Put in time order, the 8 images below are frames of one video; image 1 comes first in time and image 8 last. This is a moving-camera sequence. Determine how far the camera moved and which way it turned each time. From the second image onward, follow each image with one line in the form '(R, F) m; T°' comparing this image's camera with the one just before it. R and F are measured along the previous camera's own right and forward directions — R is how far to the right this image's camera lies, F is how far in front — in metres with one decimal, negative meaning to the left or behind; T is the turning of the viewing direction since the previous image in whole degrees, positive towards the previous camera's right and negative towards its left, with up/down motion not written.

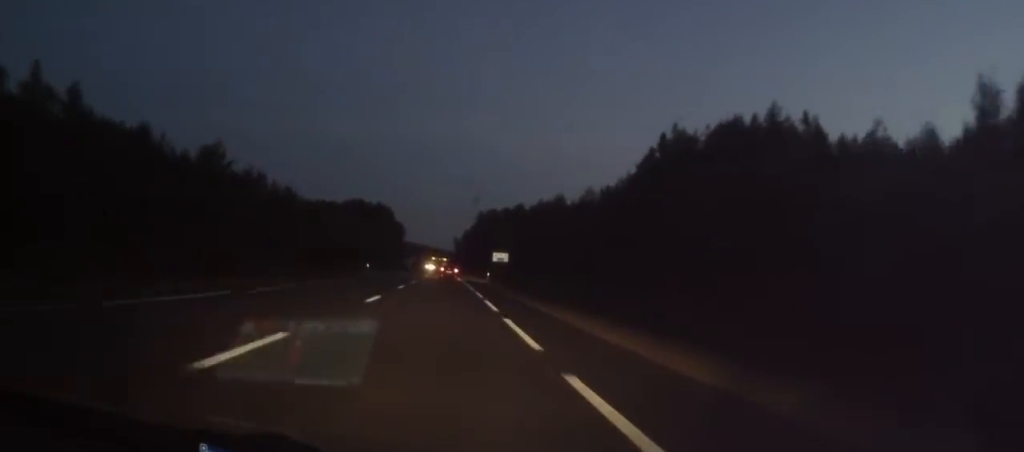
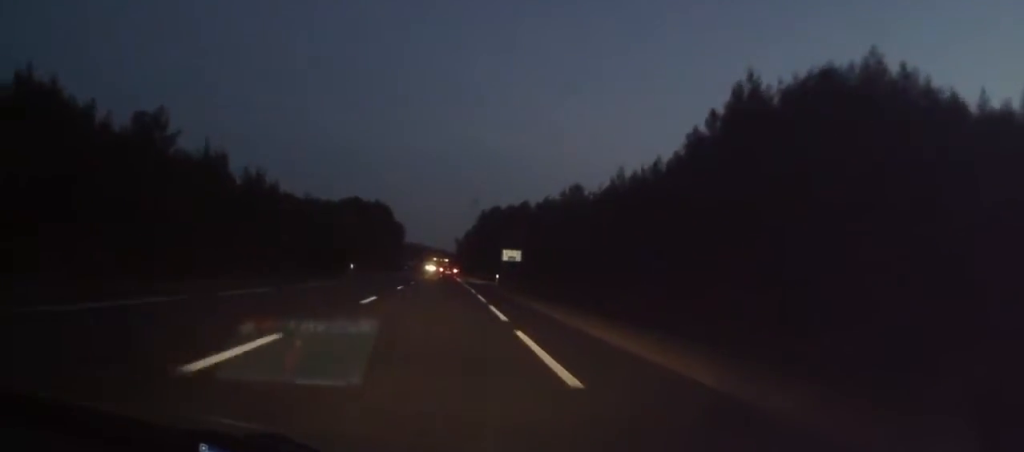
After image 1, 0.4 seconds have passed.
(-0.1, +12.6) m; 0°
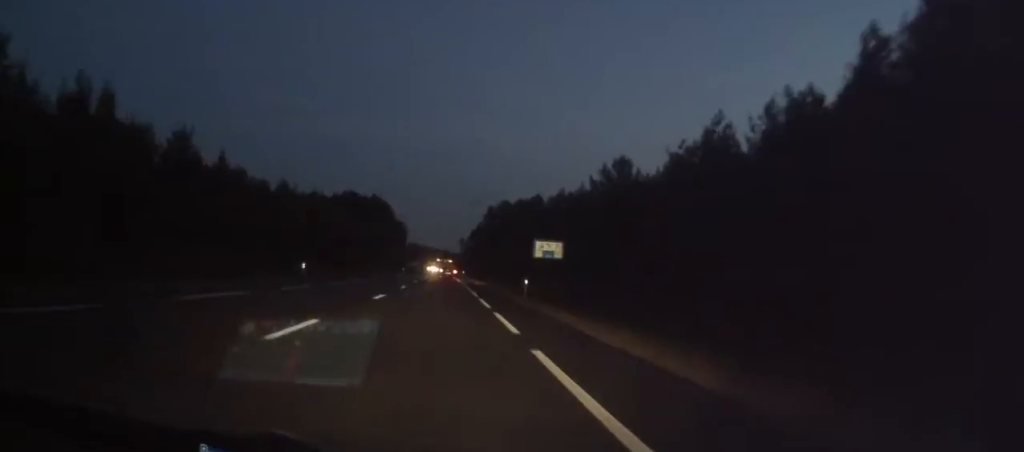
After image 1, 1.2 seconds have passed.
(-0.1, +21.1) m; 0°
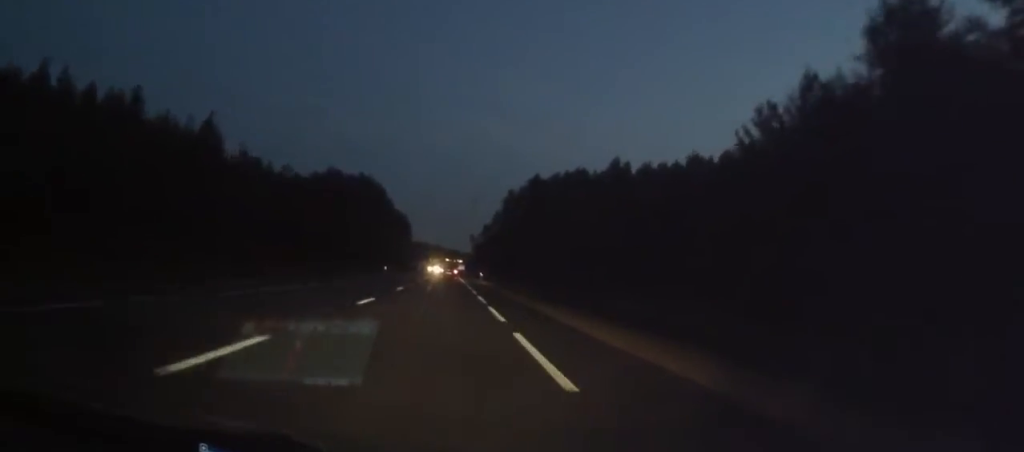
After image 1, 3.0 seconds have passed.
(-0.1, +51.3) m; 0°
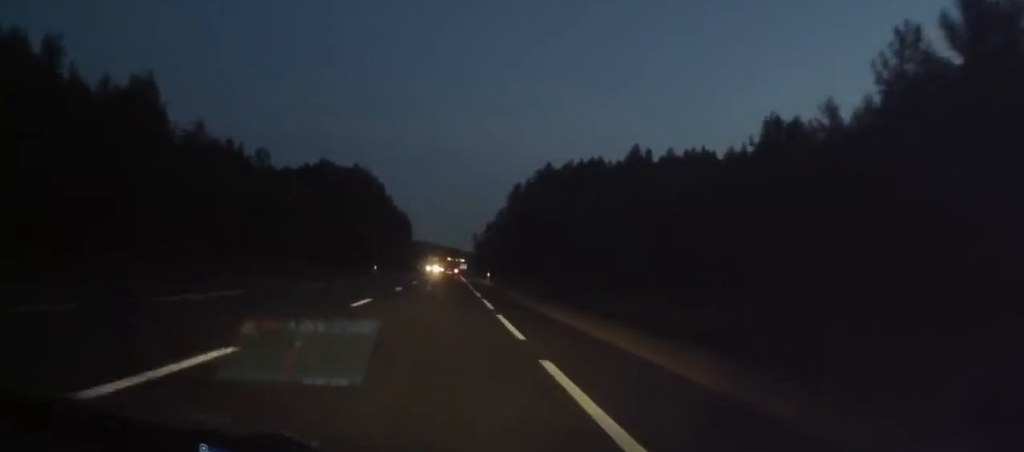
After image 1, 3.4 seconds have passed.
(0.0, +13.2) m; 0°
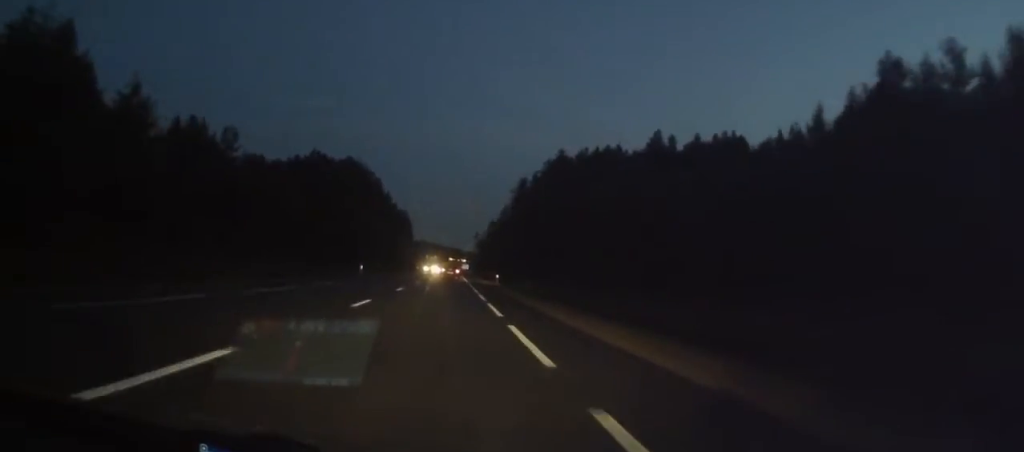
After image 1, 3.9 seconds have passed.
(0.0, +12.2) m; 0°
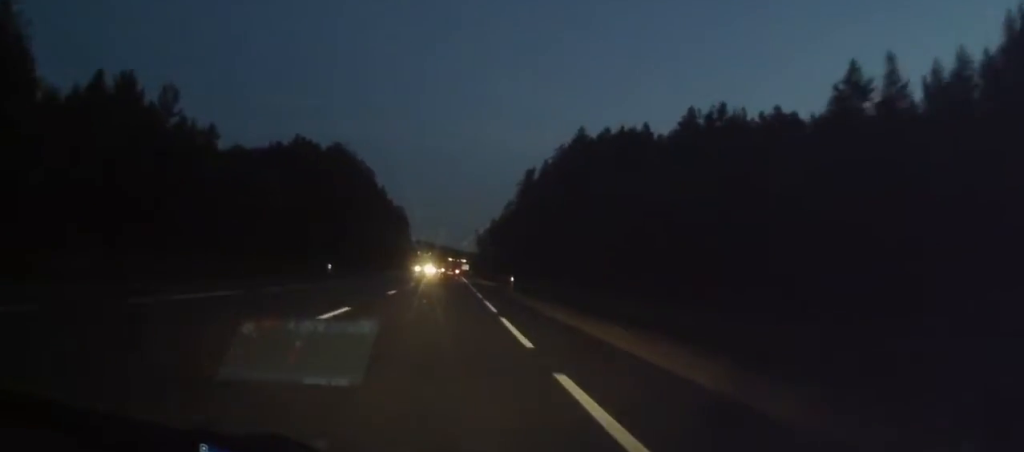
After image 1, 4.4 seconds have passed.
(0.0, +16.0) m; 0°
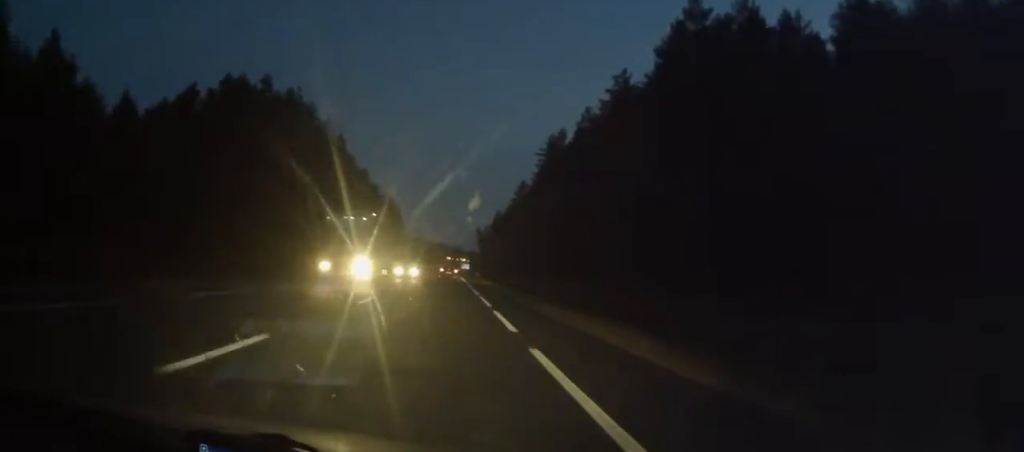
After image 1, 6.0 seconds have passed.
(-0.2, +43.2) m; 0°
